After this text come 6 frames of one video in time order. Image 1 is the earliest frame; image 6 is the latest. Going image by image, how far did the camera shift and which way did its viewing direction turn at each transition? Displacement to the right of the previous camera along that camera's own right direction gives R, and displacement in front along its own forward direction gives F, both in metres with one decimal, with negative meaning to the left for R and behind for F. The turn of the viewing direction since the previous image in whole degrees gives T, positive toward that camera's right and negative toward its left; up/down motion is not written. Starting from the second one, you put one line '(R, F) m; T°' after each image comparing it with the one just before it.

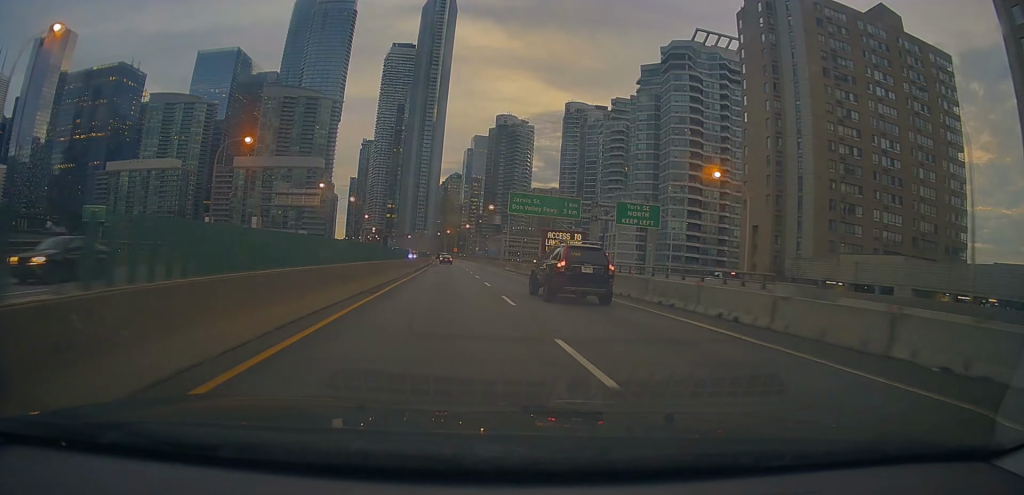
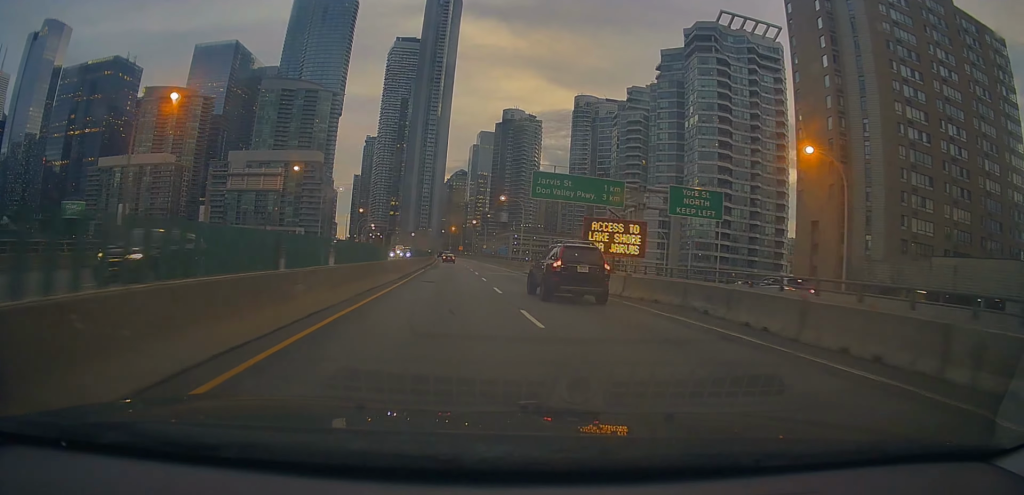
(-0.1, +13.8) m; 0°
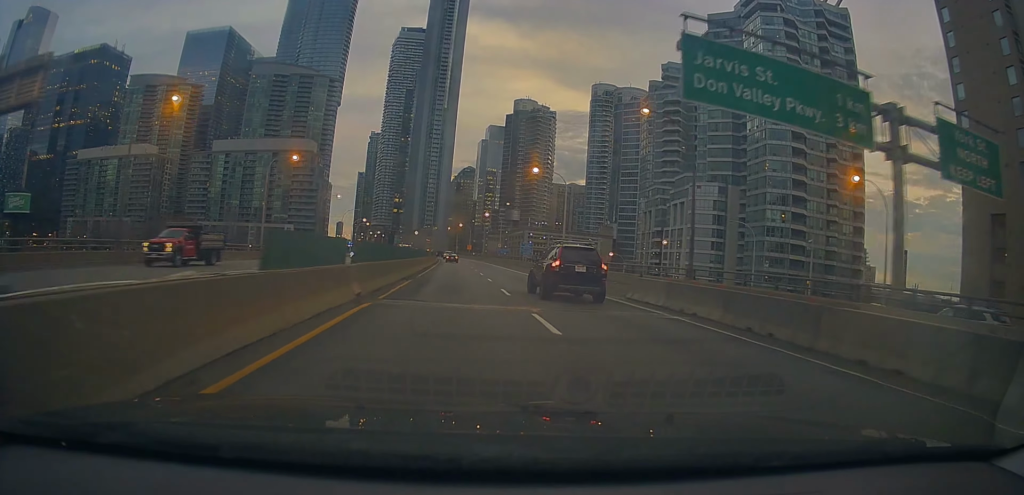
(0.0, +28.3) m; -1°
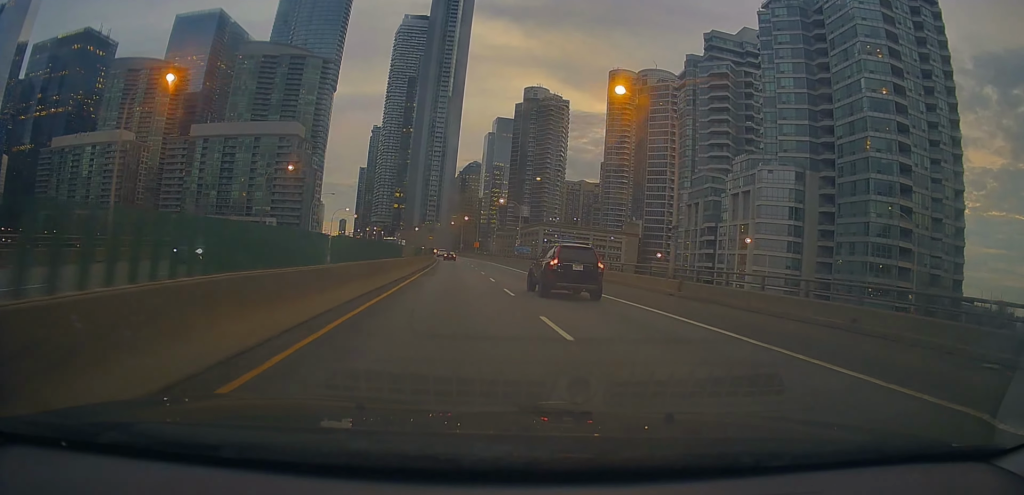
(-0.5, +28.2) m; -1°
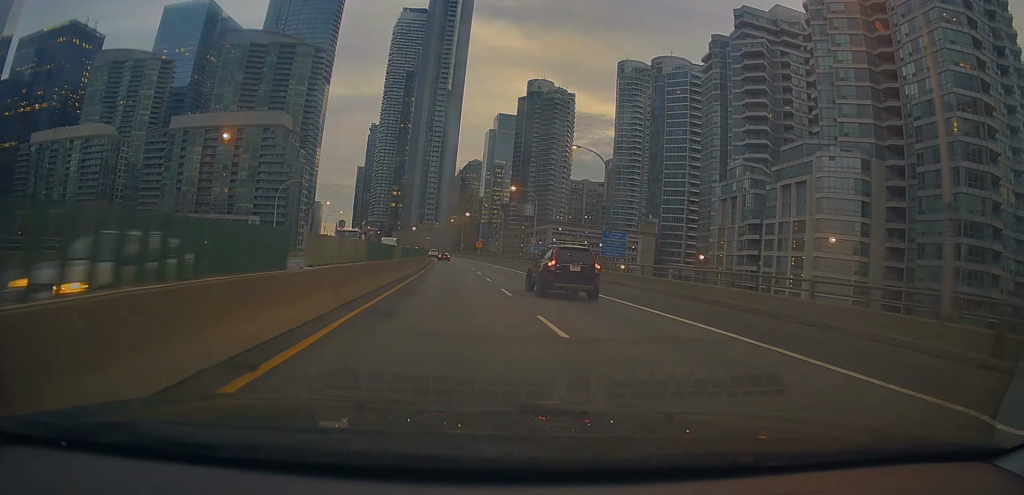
(0.0, +18.0) m; 0°
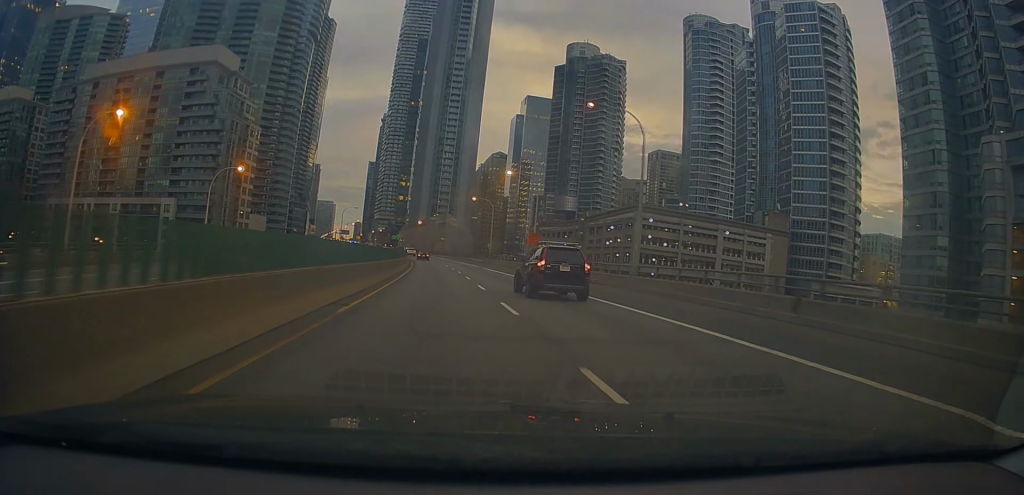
(+0.5, +69.0) m; 0°
